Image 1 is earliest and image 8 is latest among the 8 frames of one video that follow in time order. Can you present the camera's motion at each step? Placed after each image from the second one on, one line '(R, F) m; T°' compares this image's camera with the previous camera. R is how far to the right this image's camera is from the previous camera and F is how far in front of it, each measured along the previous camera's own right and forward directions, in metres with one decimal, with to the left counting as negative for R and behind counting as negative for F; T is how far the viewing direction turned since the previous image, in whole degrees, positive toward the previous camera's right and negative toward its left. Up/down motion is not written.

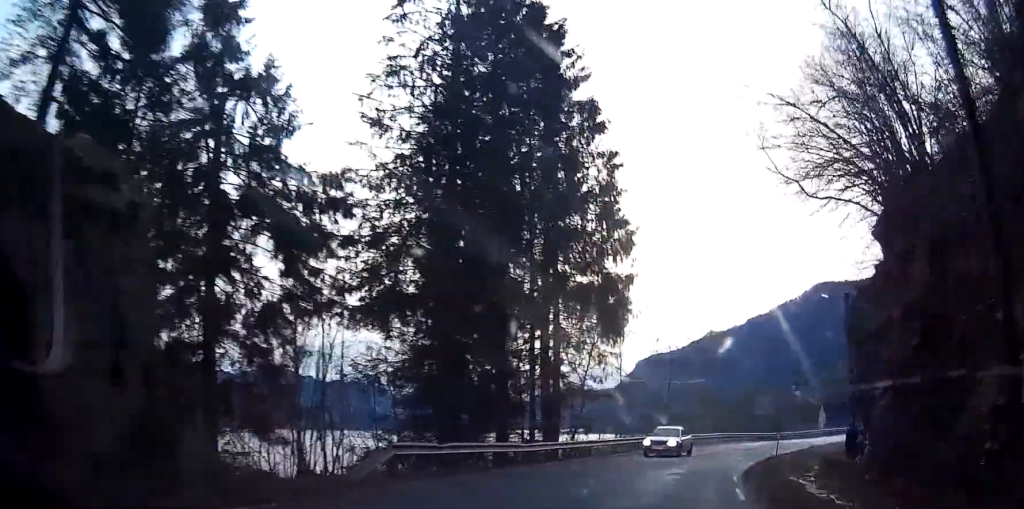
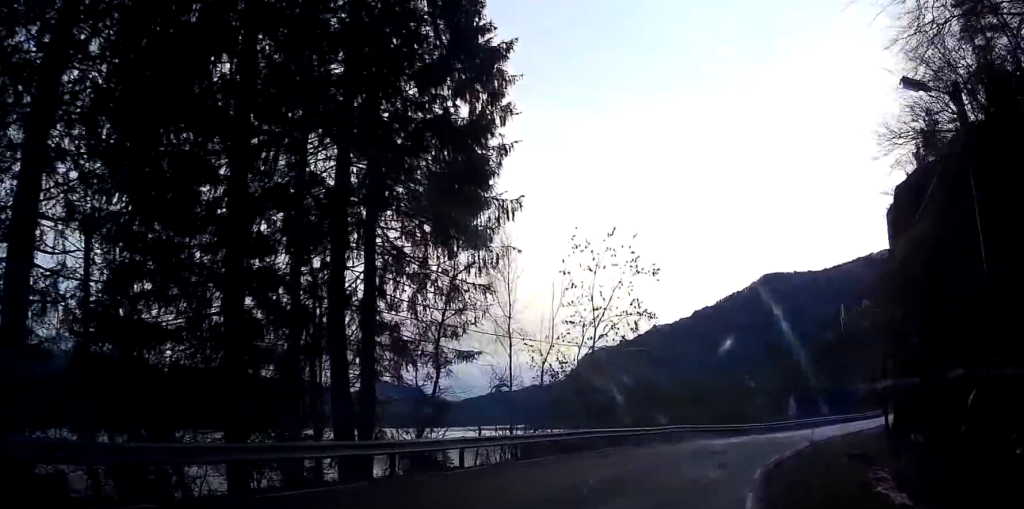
(+1.0, +19.5) m; +6°
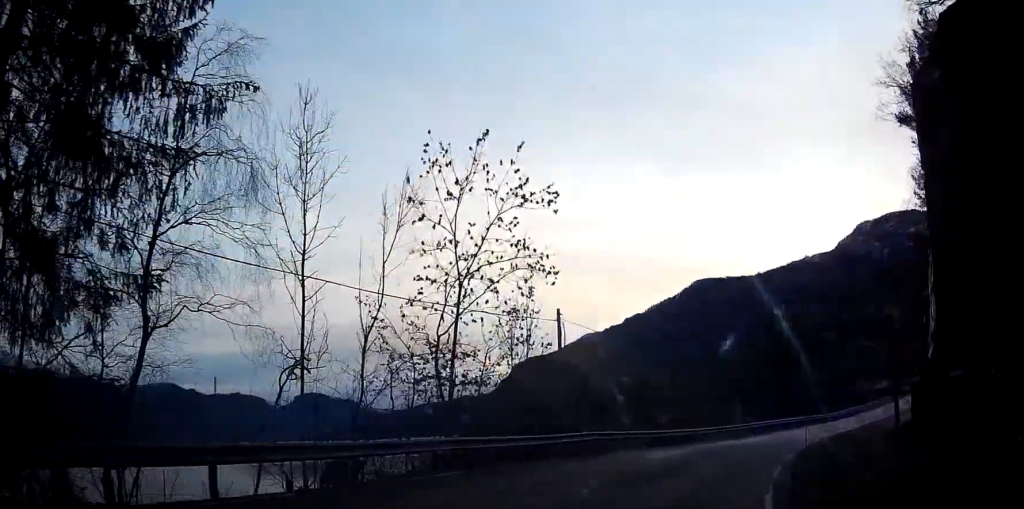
(+0.2, +13.7) m; +3°
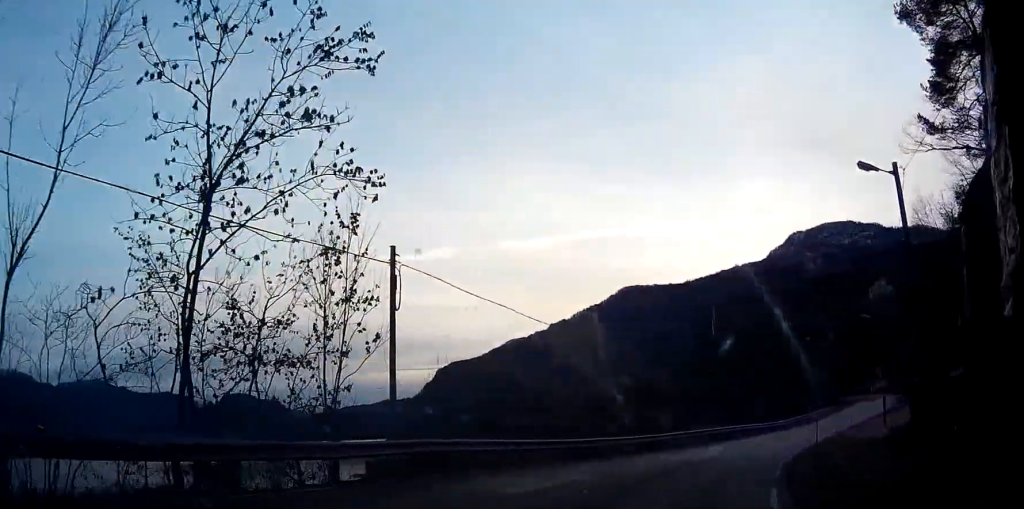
(+0.3, +11.4) m; +3°
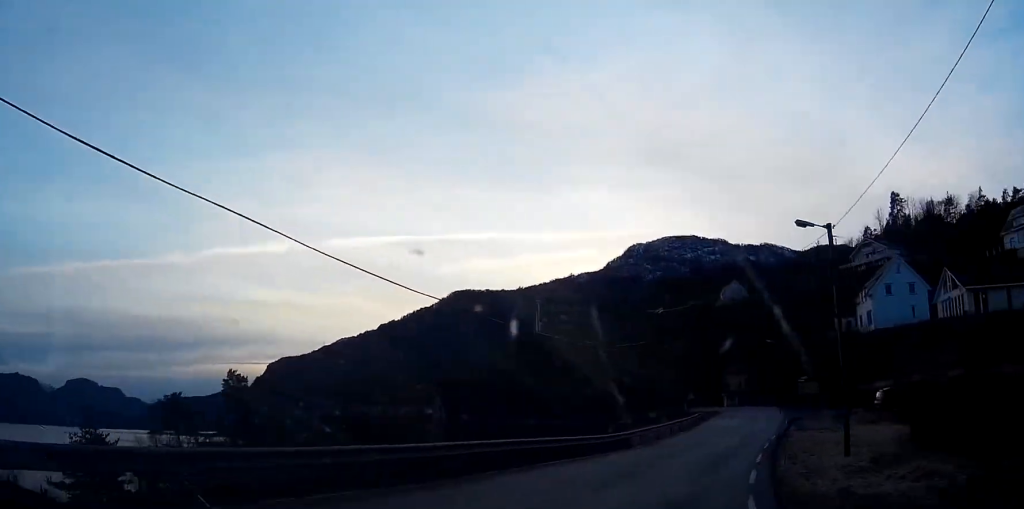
(+1.5, +27.0) m; +5°
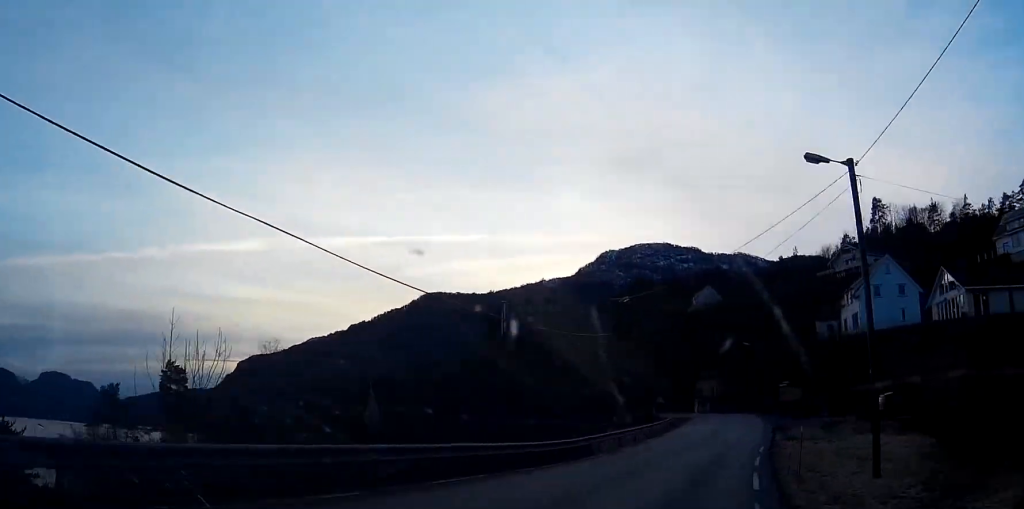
(-0.1, +7.1) m; +1°
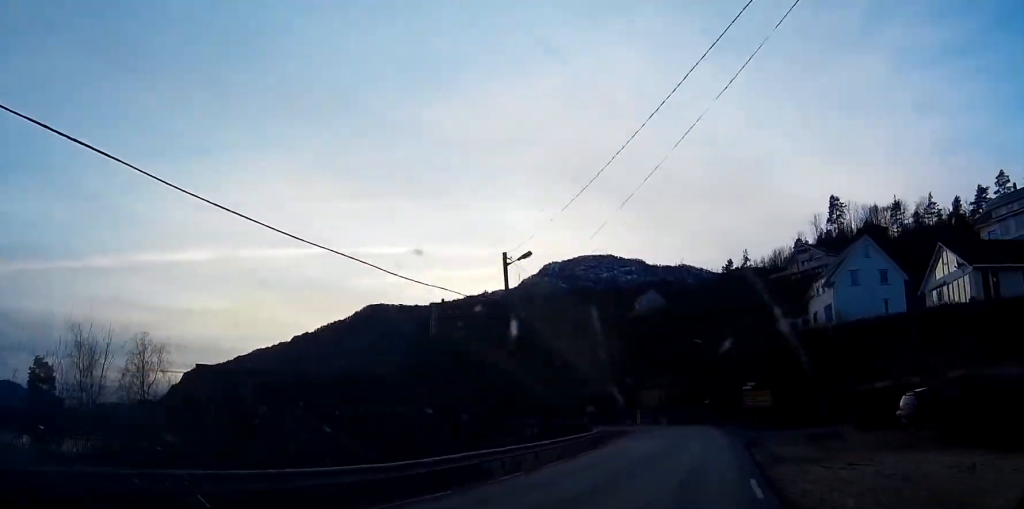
(+0.4, +14.4) m; +4°
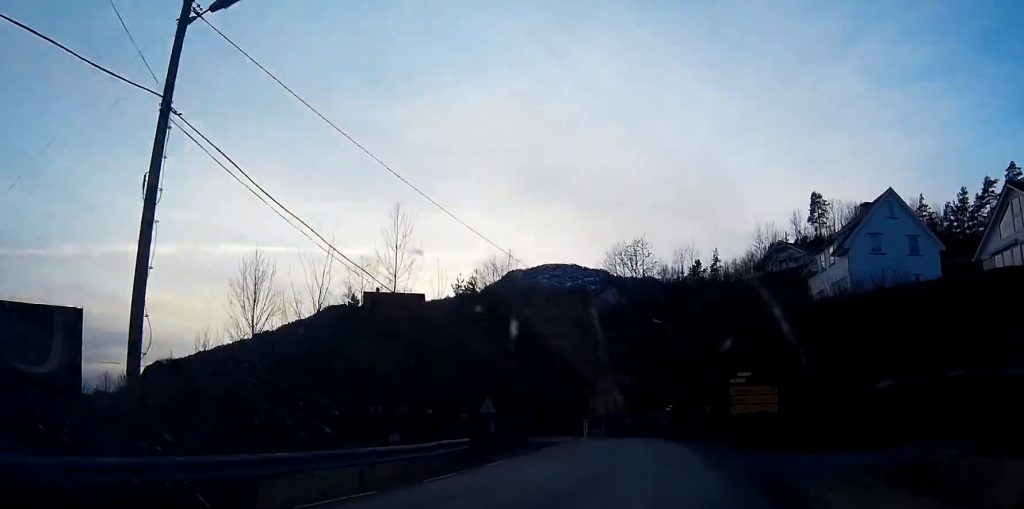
(+1.3, +21.0) m; +6°
